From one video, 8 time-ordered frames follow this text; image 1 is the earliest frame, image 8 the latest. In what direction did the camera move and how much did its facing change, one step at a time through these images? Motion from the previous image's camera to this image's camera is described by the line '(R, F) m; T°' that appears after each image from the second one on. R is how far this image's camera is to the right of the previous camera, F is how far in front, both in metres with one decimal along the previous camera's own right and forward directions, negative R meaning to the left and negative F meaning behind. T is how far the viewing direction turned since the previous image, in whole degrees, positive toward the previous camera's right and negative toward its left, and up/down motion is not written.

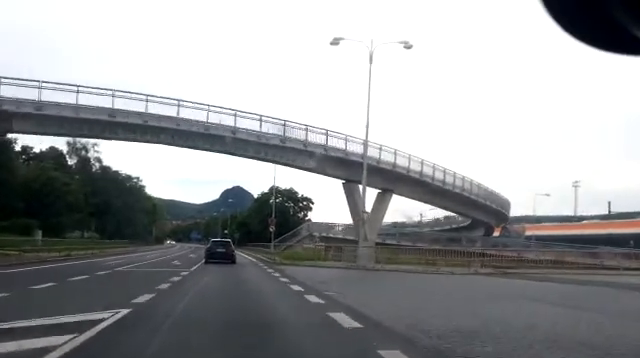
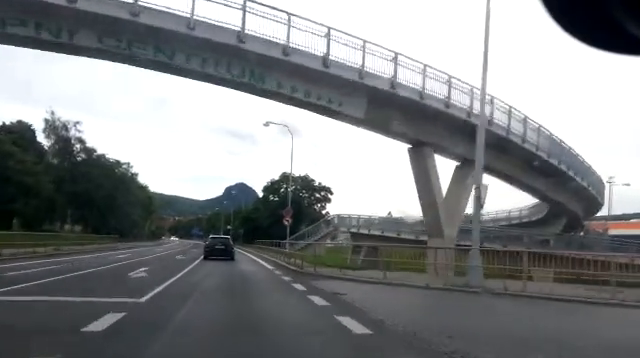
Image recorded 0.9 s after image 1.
(-0.1, +12.2) m; -1°
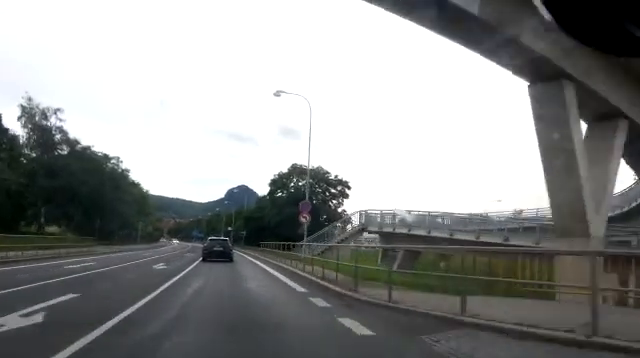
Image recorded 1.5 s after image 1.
(0.0, +8.8) m; -1°
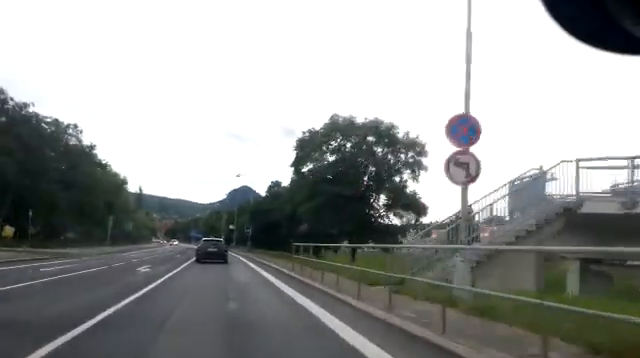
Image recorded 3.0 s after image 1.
(-0.2, +20.6) m; 0°
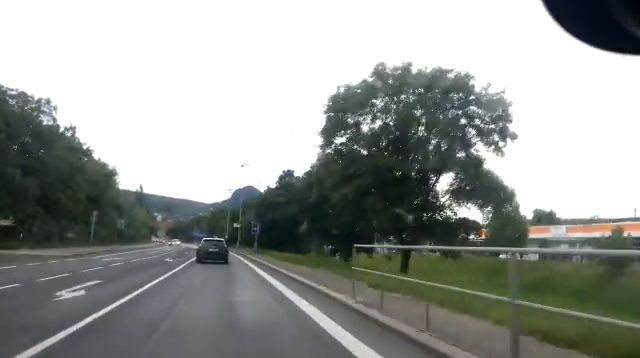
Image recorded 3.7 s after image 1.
(+0.1, +9.2) m; +1°
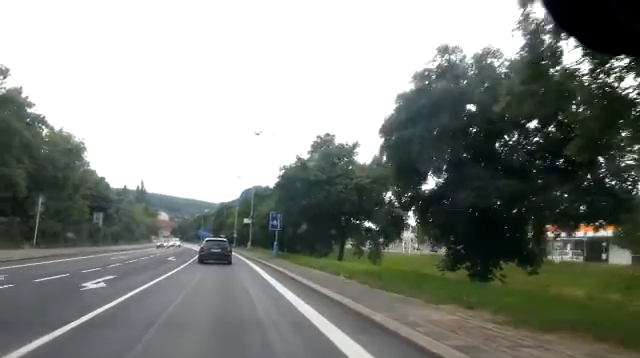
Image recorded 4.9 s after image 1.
(-0.2, +17.0) m; -2°
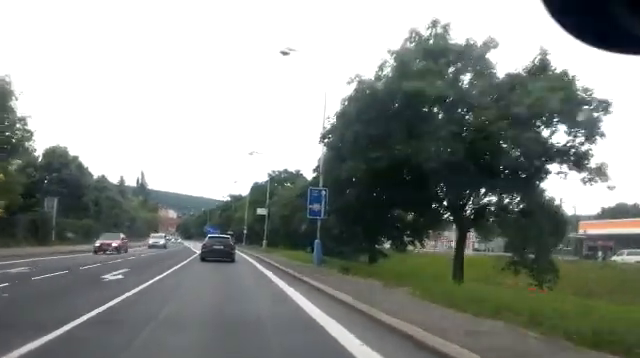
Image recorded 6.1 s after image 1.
(-0.3, +17.2) m; -1°
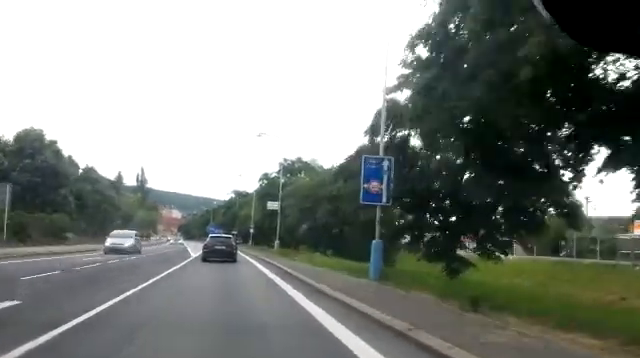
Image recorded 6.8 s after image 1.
(0.0, +9.4) m; 0°
